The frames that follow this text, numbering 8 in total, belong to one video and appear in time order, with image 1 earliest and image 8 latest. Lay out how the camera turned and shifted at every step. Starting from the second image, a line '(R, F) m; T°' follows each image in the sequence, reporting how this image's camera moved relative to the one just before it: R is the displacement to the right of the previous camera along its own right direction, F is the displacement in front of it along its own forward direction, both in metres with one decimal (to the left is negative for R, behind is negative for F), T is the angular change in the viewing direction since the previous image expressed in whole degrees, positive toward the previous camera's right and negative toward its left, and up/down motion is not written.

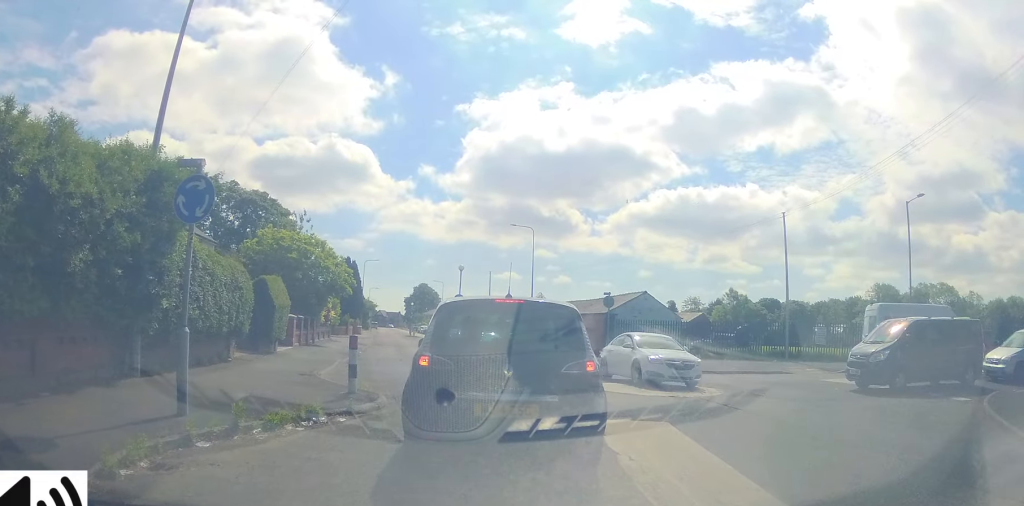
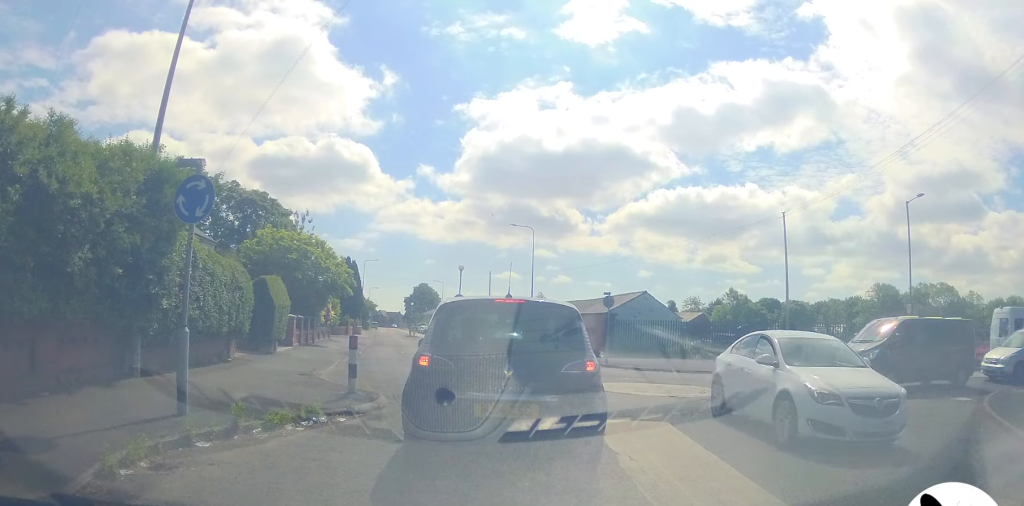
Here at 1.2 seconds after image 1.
(0.0, 0.0) m; 0°
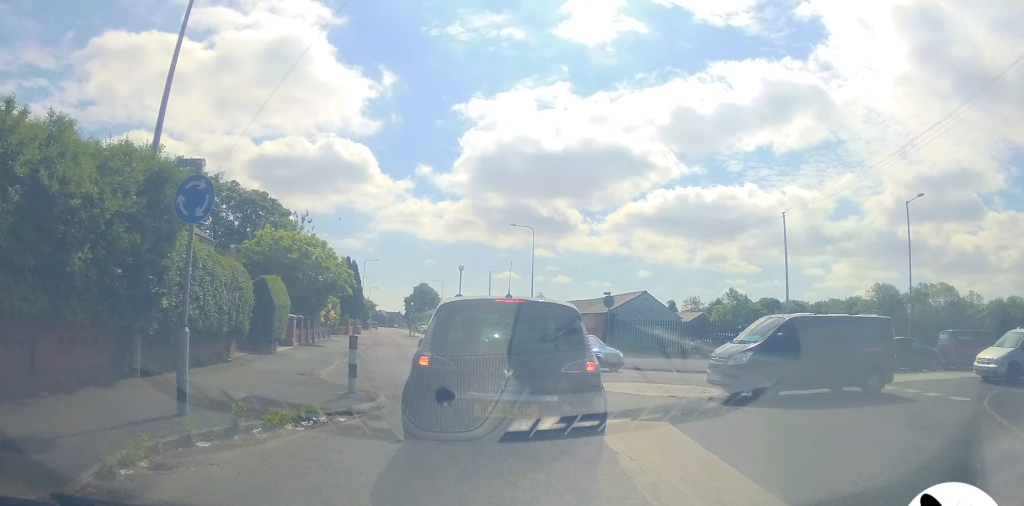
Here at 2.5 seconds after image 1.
(0.0, 0.0) m; 0°
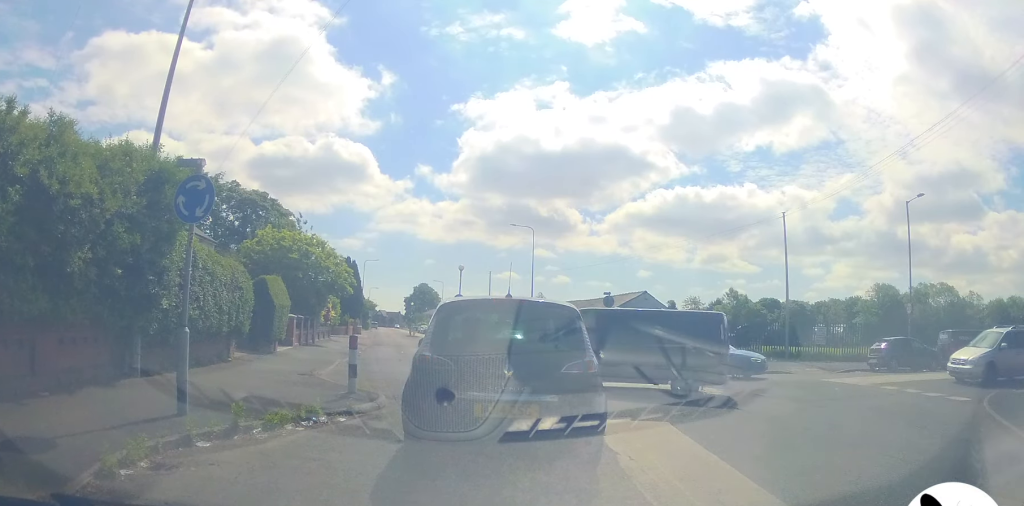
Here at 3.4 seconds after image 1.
(0.0, 0.0) m; 0°
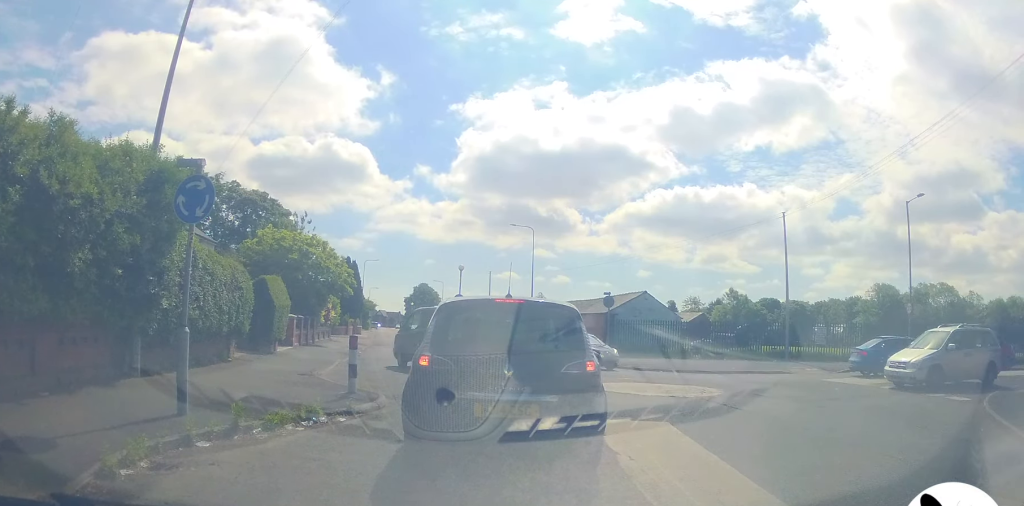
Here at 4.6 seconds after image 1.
(0.0, 0.0) m; 0°
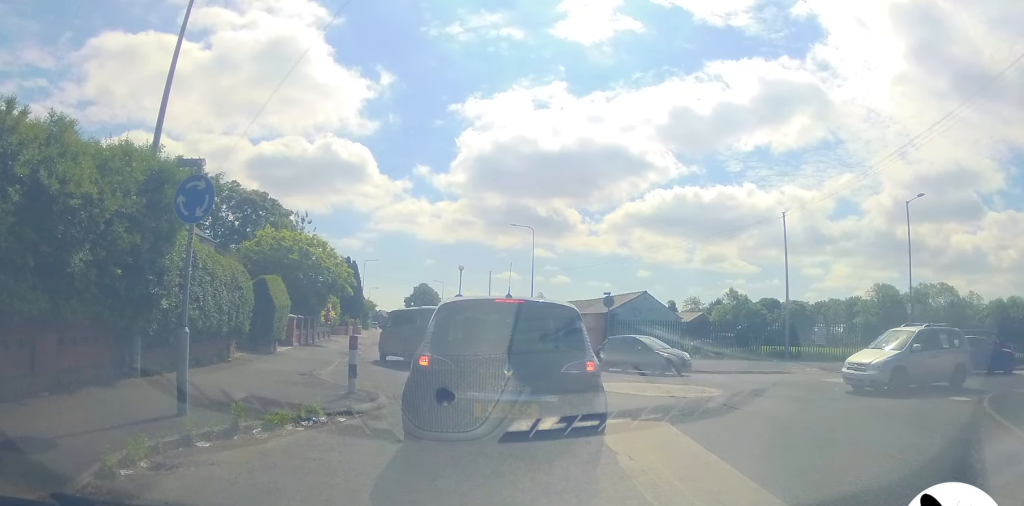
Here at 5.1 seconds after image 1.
(0.0, 0.0) m; 0°
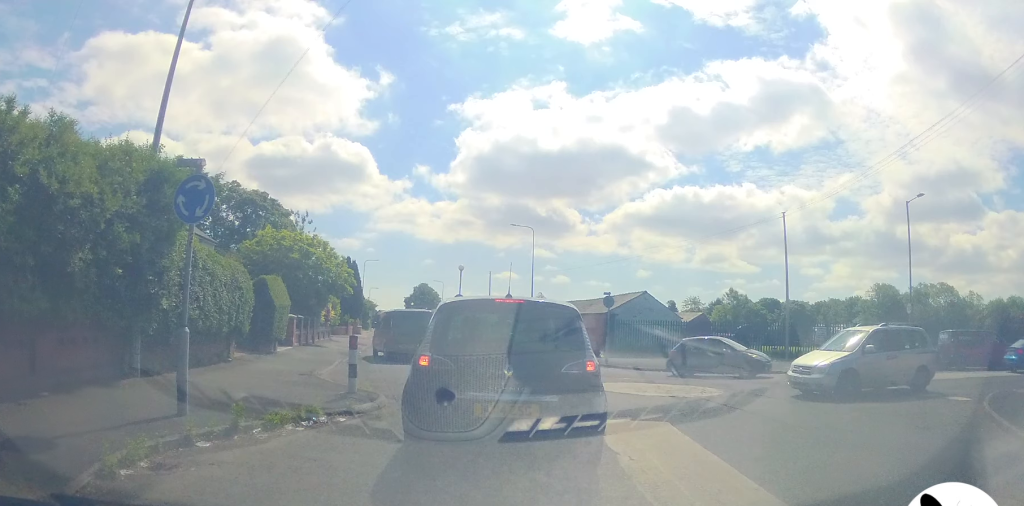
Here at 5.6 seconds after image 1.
(0.0, 0.0) m; 0°
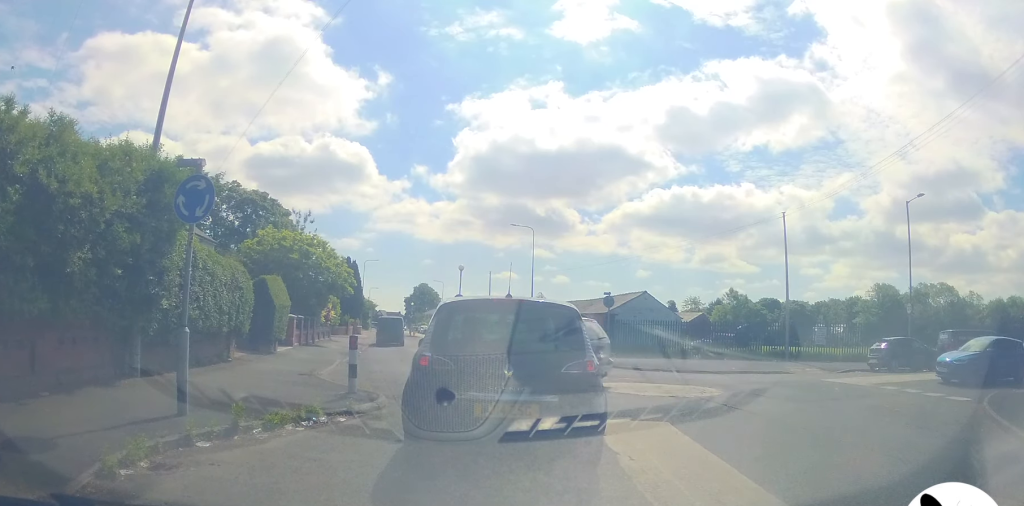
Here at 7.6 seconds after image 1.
(-0.1, +0.2) m; 0°
